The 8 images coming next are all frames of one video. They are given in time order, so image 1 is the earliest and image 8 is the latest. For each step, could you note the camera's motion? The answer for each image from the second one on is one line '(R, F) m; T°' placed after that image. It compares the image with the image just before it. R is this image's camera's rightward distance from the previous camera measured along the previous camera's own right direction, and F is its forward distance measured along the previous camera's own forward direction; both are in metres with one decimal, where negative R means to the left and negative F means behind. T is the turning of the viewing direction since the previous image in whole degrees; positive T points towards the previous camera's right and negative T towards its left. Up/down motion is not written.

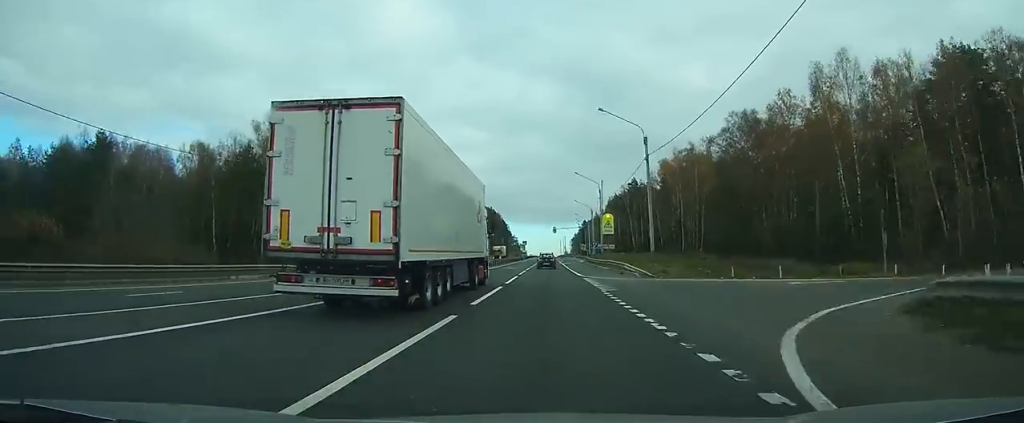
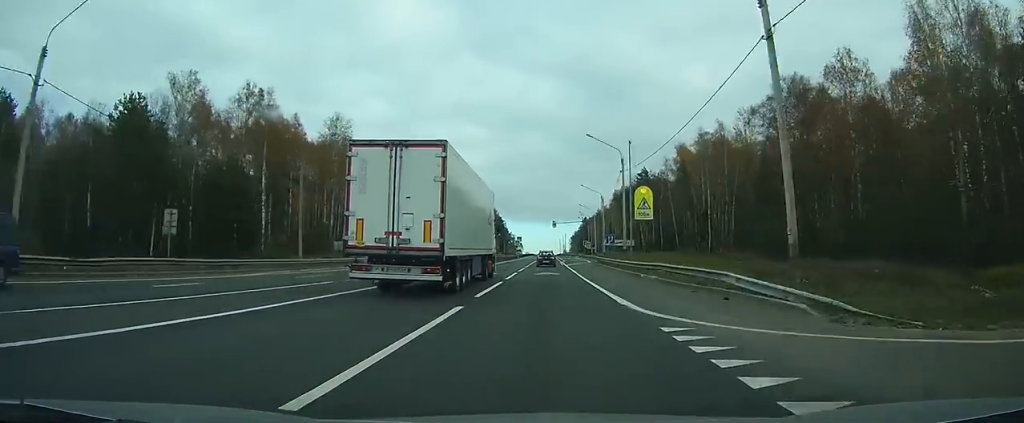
(0.0, +22.1) m; 0°
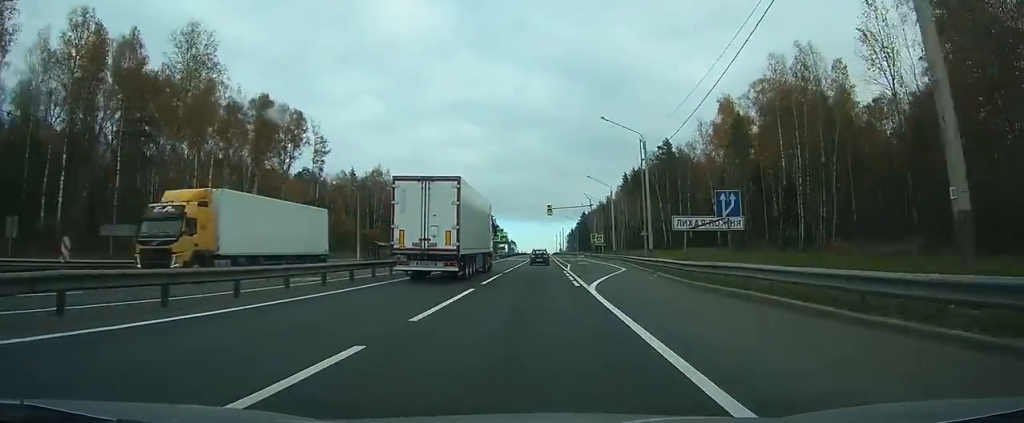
(+0.1, +39.1) m; 0°
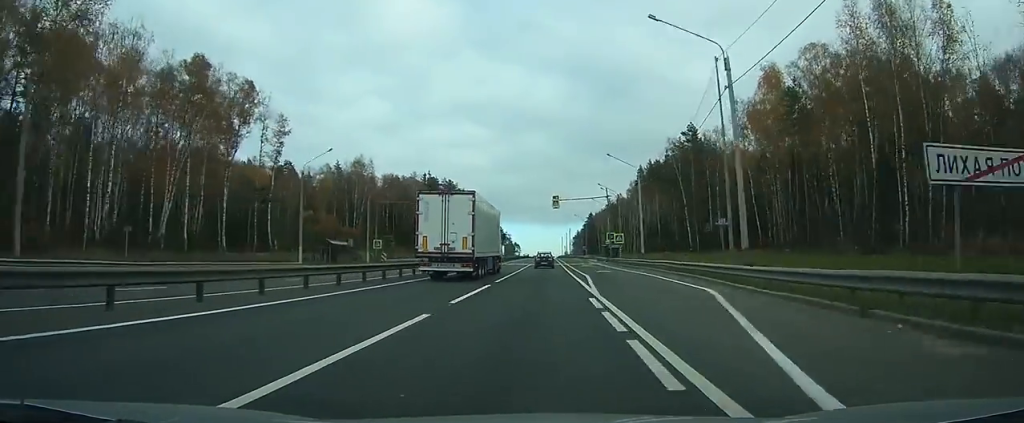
(0.0, +18.7) m; 0°
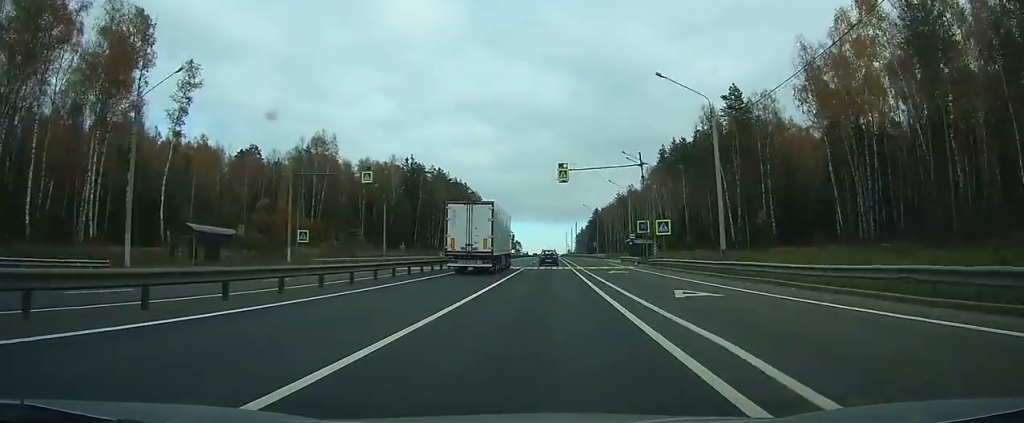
(0.0, +25.8) m; 0°
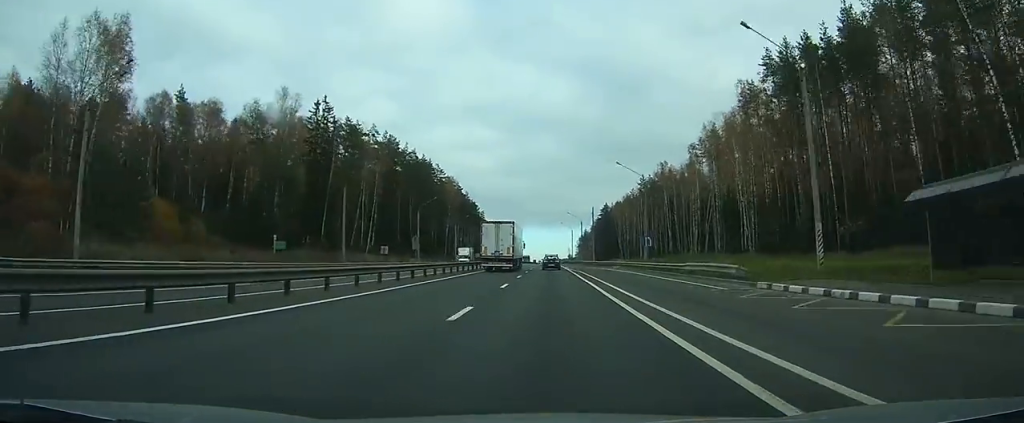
(-0.2, +65.4) m; -1°
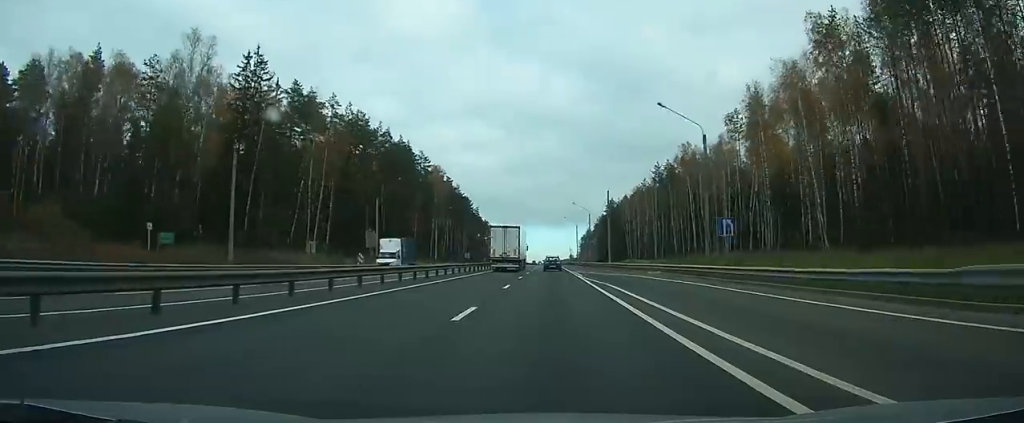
(0.0, +24.6) m; 0°
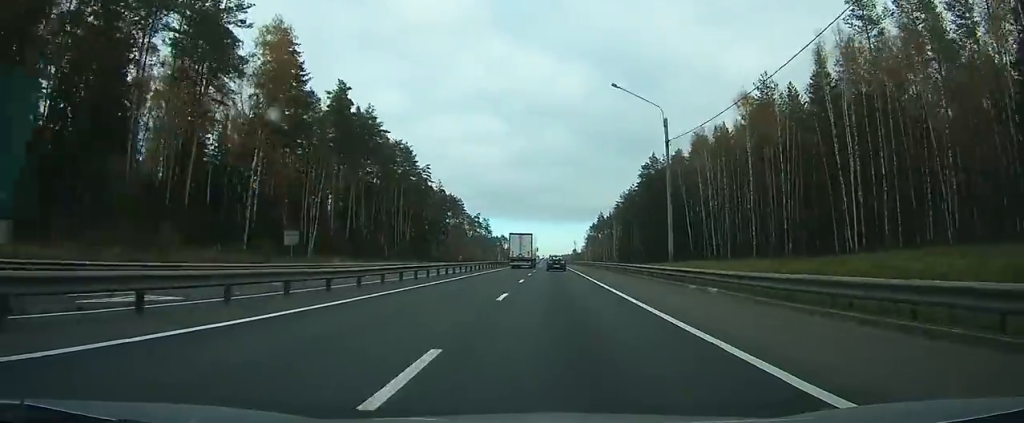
(0.0, +100.4) m; +1°
